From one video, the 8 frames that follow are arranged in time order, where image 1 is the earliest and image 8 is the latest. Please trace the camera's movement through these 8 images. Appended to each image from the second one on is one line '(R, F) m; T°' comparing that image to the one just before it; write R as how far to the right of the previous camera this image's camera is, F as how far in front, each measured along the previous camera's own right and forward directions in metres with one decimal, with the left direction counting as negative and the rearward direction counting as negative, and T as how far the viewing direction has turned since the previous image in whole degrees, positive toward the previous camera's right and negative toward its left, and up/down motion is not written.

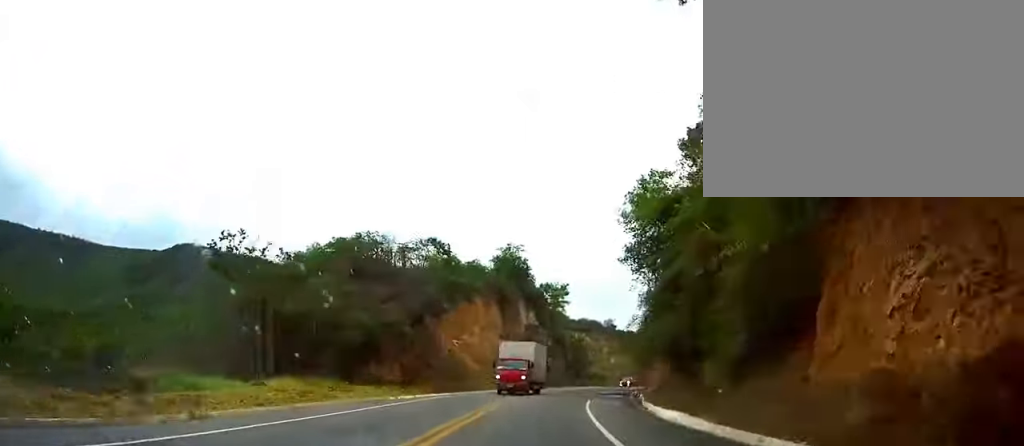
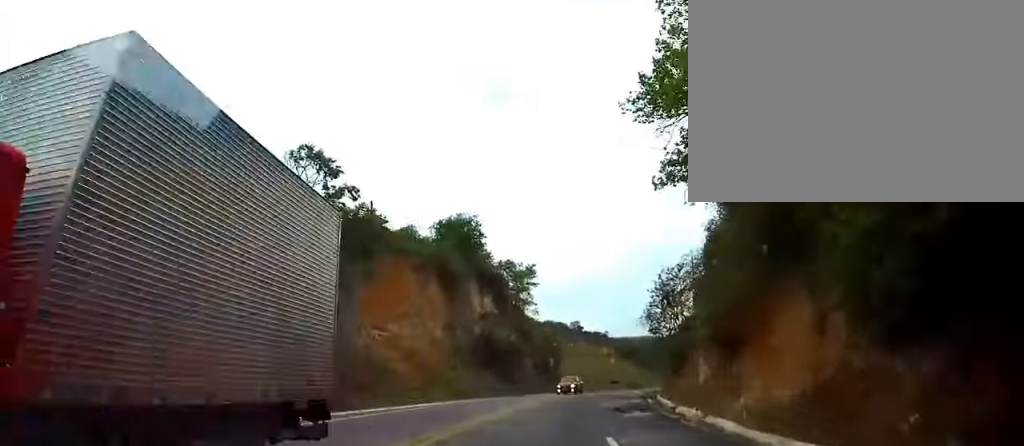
(+0.1, +22.8) m; +1°
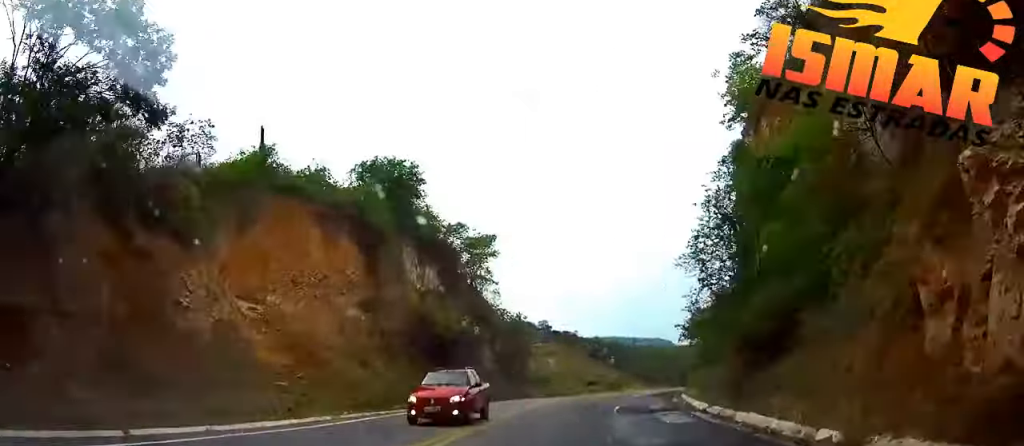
(+0.2, +18.6) m; +2°
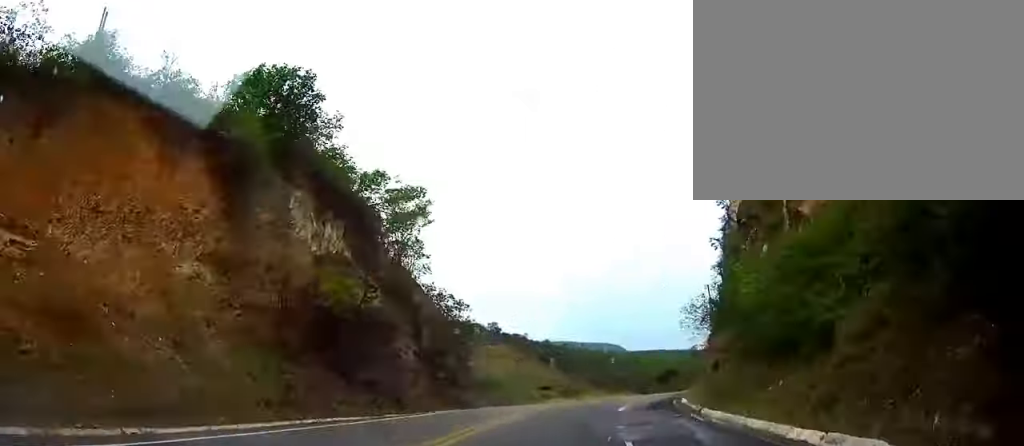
(+0.2, +14.8) m; +3°
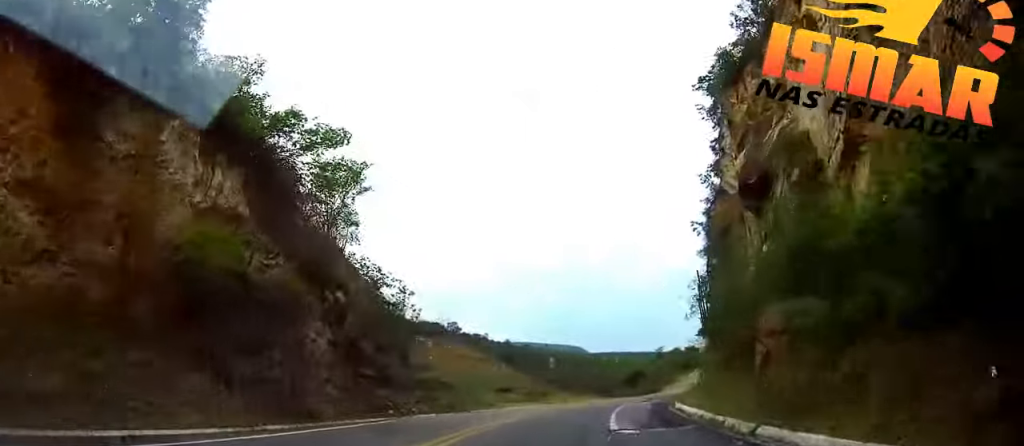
(+0.1, +10.0) m; +2°
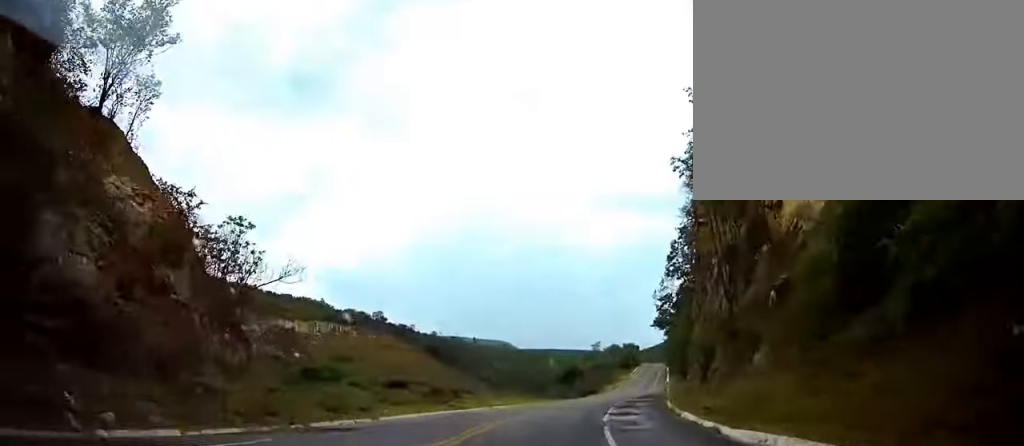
(+1.1, +22.1) m; +6°
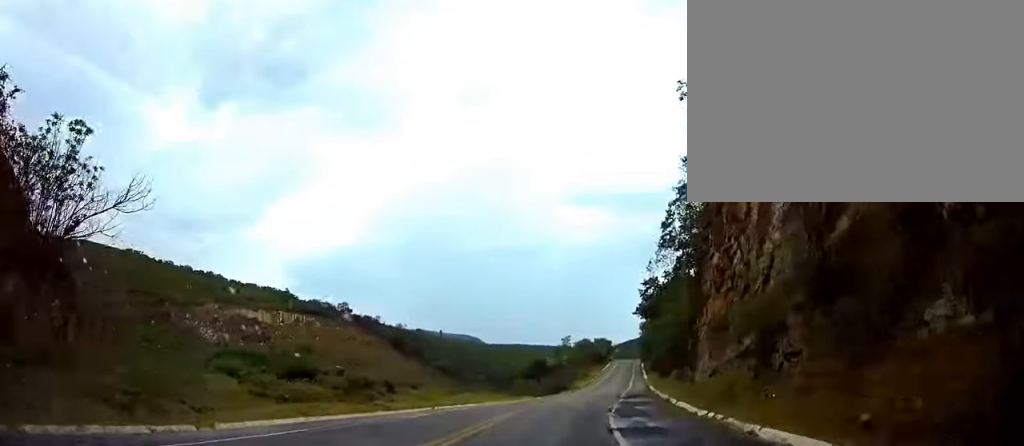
(+0.4, +13.6) m; +4°
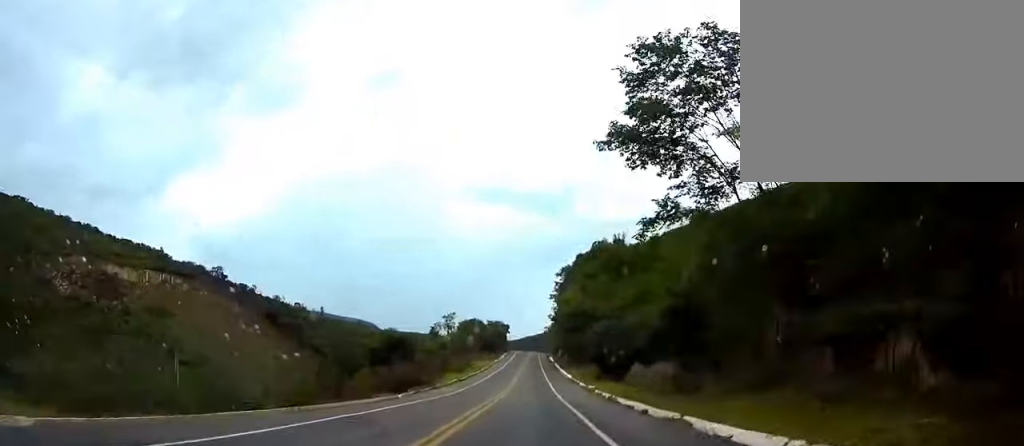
(+9.3, +66.4) m; +12°
